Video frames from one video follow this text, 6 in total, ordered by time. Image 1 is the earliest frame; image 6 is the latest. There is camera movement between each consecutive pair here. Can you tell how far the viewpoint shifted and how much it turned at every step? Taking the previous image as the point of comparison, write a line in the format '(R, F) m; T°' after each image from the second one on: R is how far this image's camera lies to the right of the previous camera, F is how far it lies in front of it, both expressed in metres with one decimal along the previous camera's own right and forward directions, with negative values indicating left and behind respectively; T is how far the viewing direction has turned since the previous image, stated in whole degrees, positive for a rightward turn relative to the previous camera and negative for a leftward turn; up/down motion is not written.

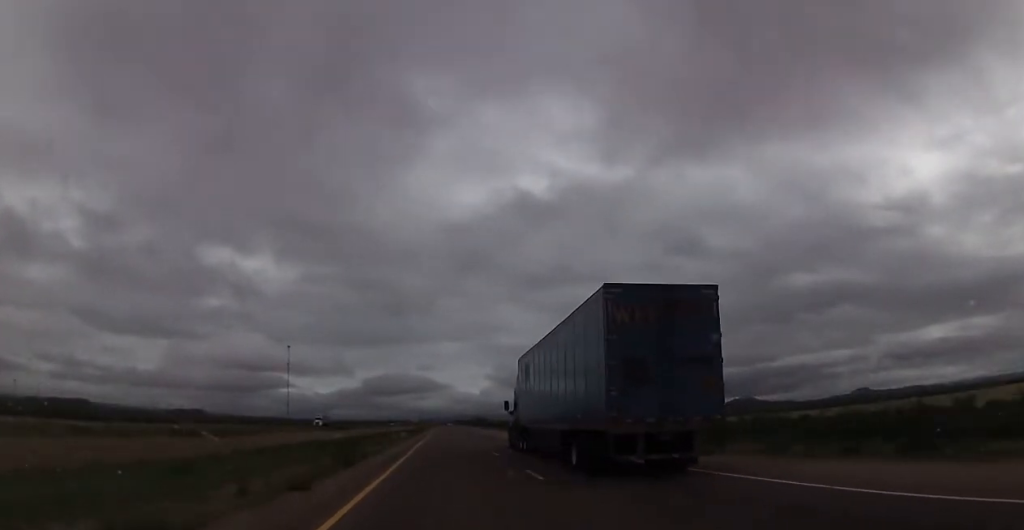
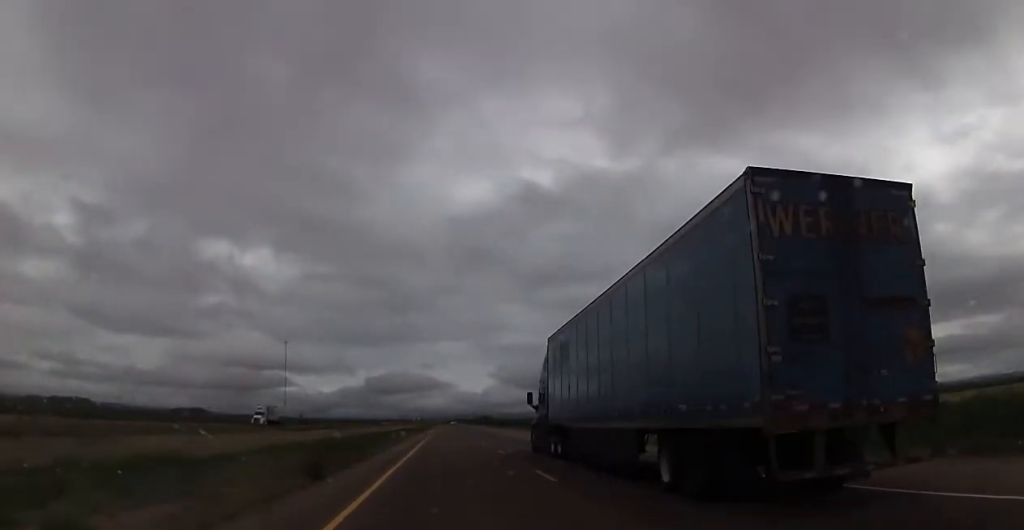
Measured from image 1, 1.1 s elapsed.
(0.0, +37.6) m; 0°
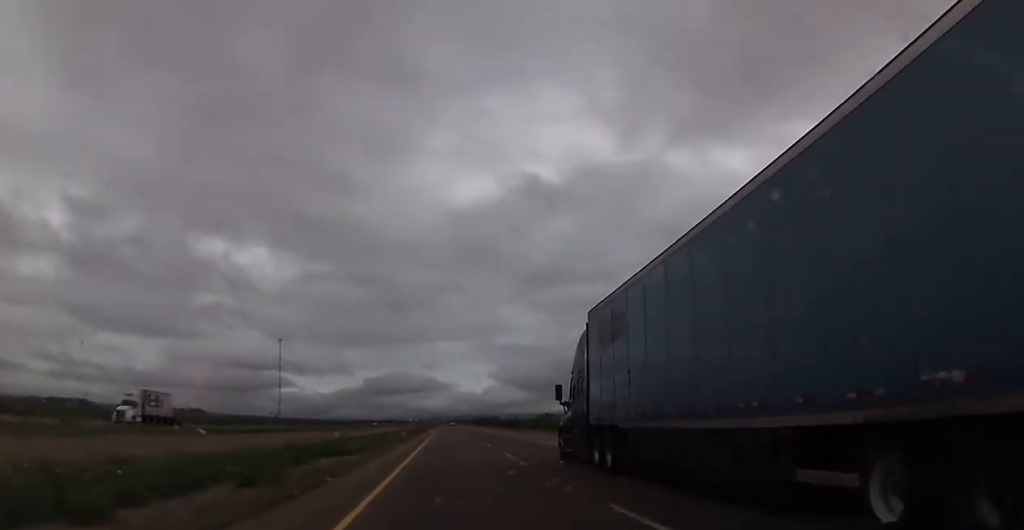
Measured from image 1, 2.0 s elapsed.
(0.0, +31.8) m; 0°
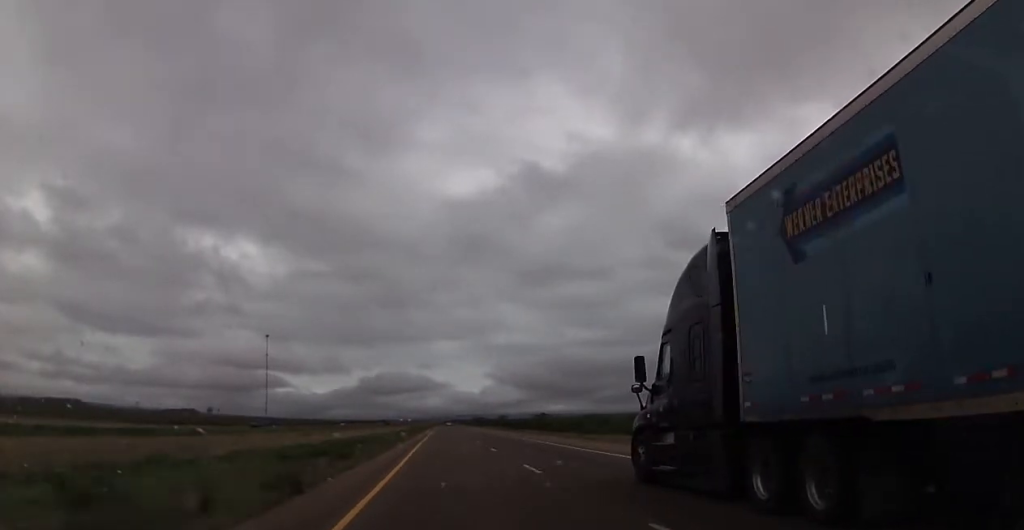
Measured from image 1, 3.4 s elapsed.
(0.0, +50.7) m; 0°
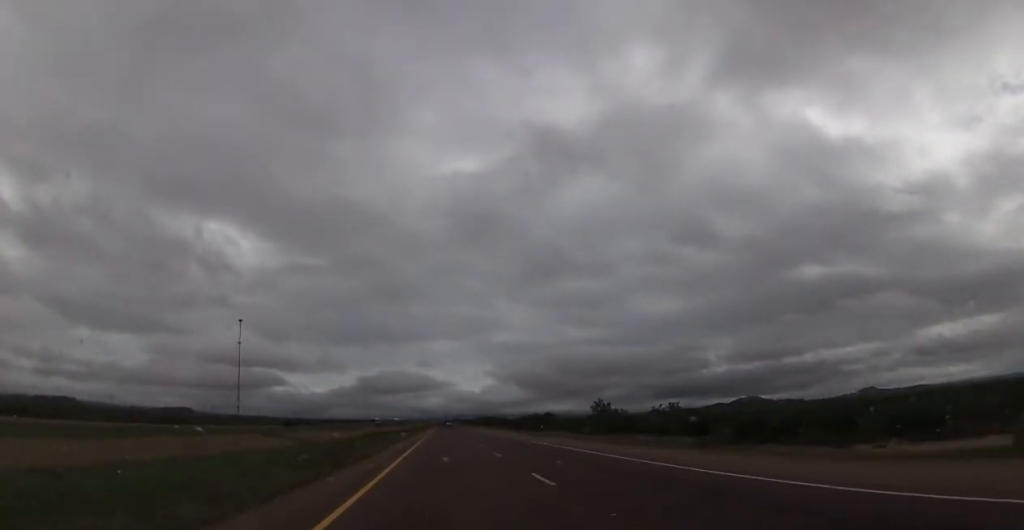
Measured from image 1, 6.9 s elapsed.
(0.0, +124.9) m; 0°
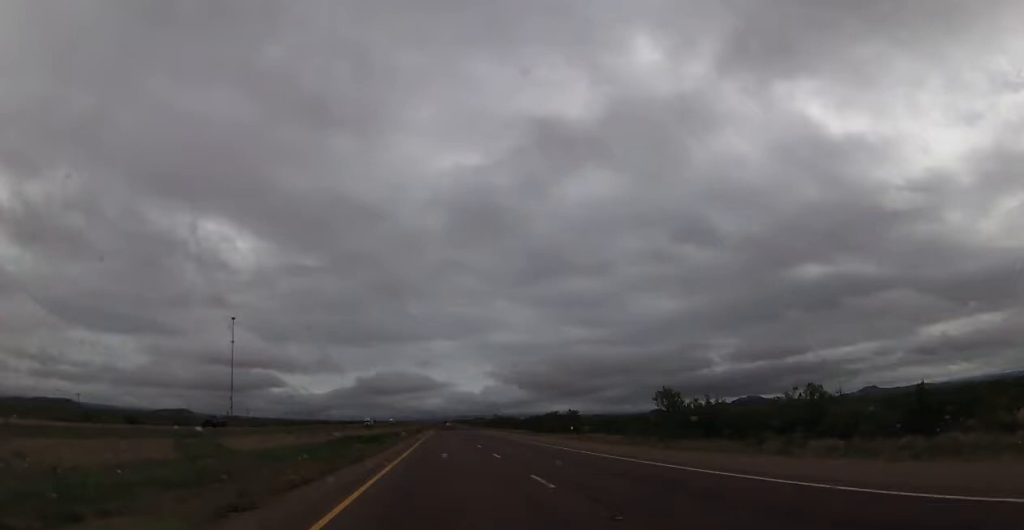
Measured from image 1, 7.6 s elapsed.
(0.0, +24.7) m; 0°
